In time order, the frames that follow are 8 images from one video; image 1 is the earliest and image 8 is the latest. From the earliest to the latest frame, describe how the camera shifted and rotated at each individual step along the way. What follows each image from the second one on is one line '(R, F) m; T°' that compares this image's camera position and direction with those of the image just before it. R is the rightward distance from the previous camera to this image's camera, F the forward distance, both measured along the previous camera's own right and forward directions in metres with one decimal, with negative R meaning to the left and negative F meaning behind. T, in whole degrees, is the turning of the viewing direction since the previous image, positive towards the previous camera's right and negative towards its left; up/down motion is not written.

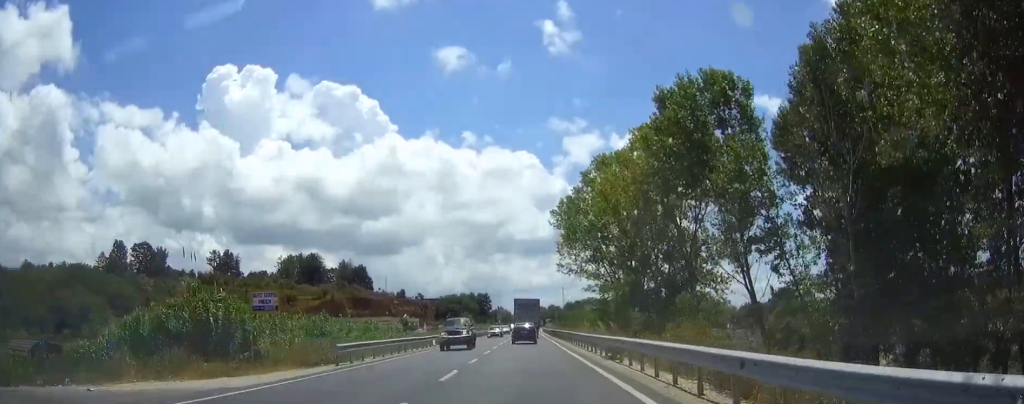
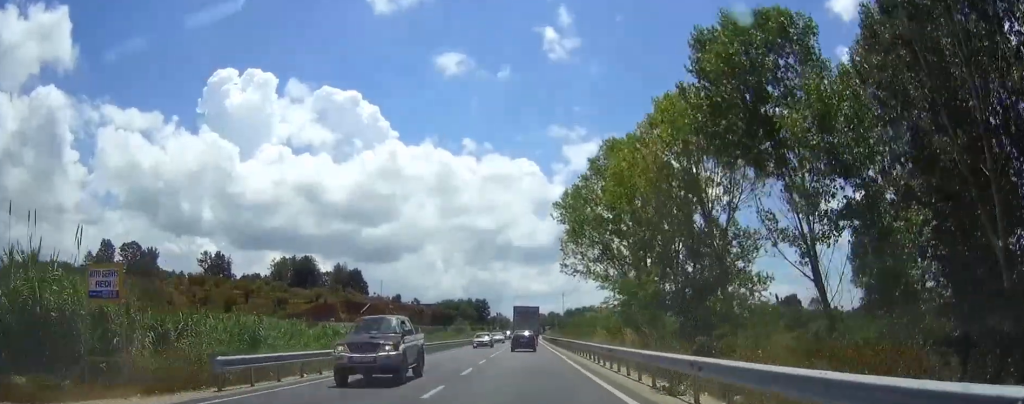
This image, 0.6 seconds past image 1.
(0.0, +9.9) m; 0°
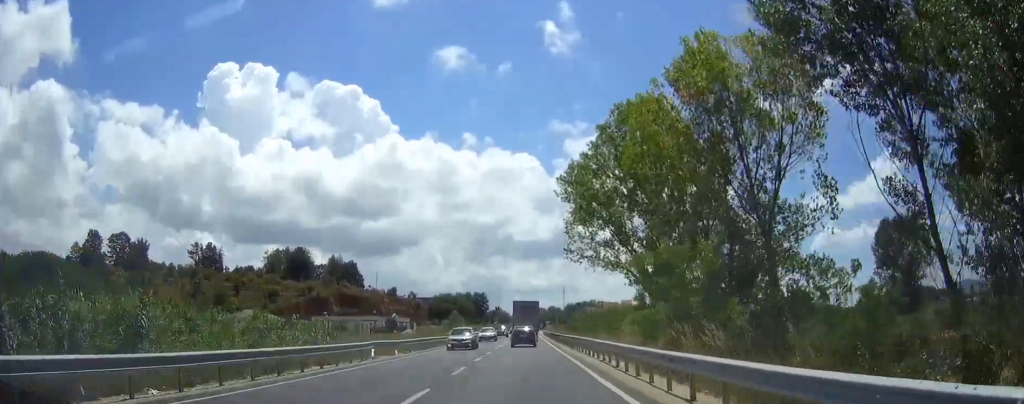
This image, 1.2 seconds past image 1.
(0.0, +9.9) m; 0°
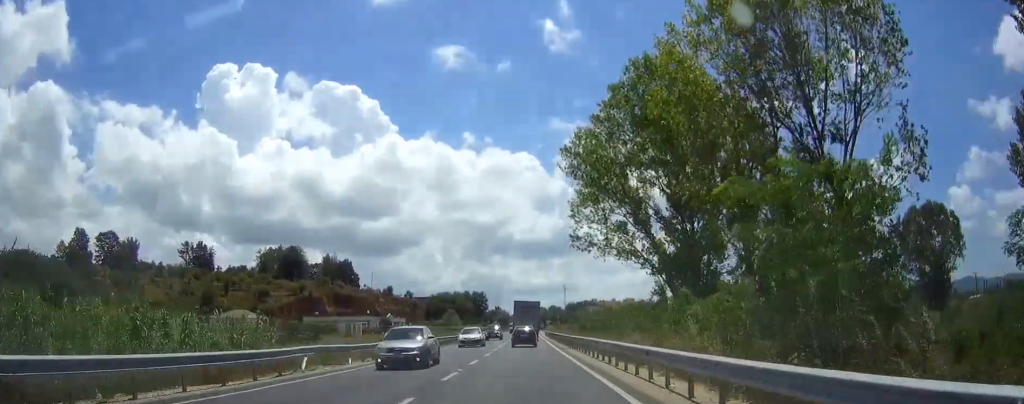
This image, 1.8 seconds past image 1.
(0.0, +9.4) m; 0°
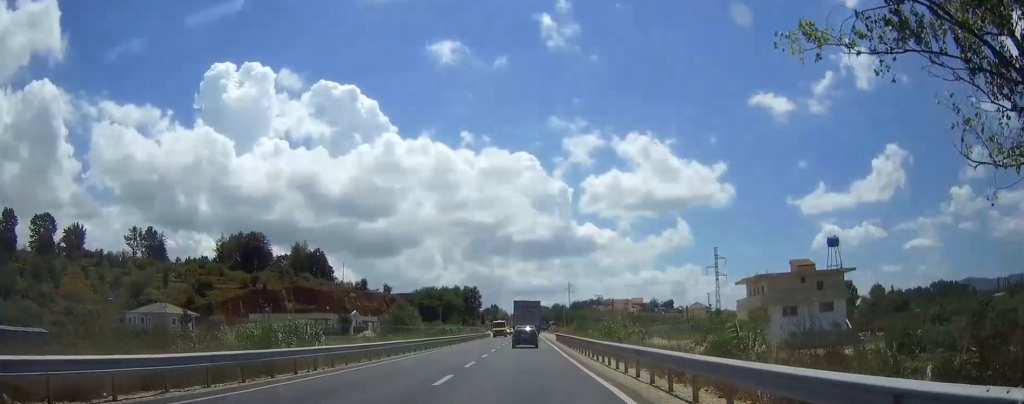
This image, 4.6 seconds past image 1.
(-0.1, +46.5) m; 0°
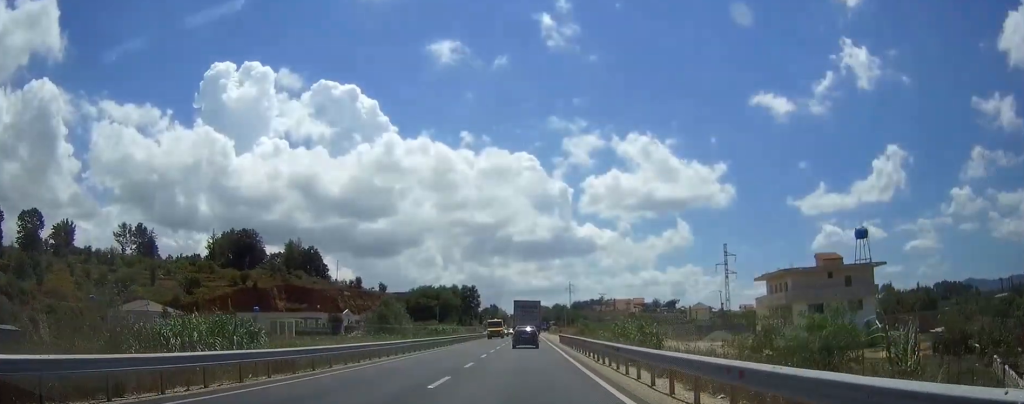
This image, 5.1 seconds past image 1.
(0.0, +8.2) m; 0°
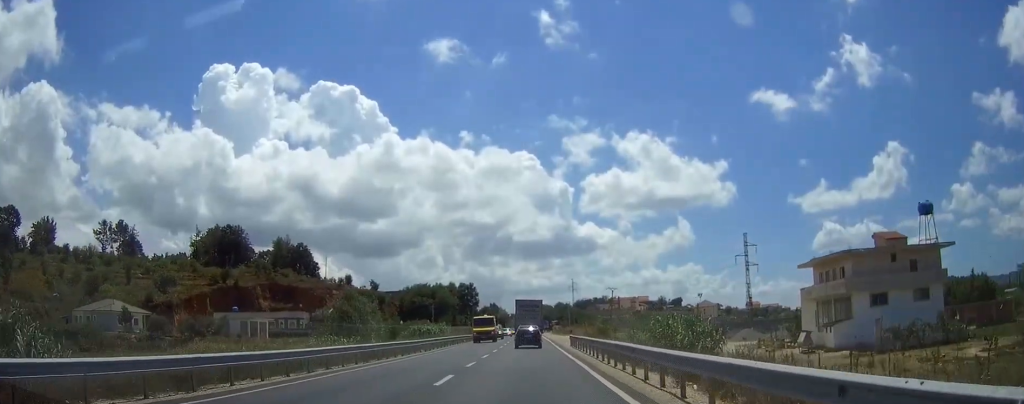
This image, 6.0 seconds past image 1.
(0.0, +14.7) m; 0°
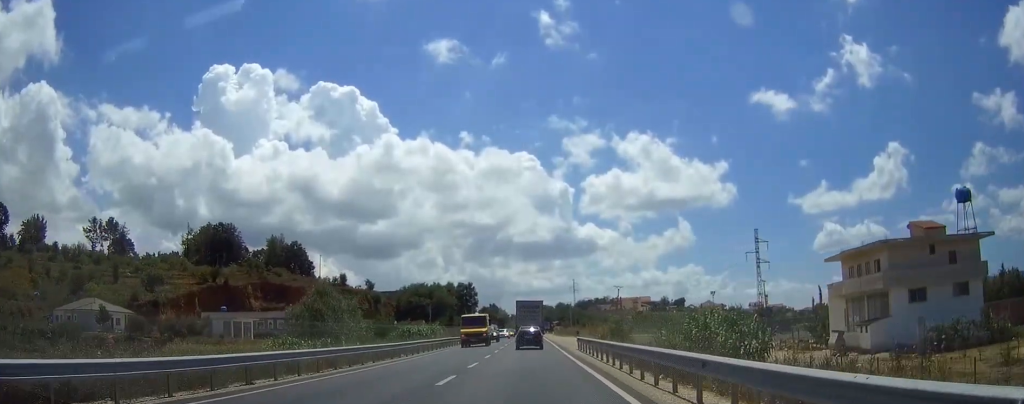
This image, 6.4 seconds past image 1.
(0.0, +7.1) m; 0°
